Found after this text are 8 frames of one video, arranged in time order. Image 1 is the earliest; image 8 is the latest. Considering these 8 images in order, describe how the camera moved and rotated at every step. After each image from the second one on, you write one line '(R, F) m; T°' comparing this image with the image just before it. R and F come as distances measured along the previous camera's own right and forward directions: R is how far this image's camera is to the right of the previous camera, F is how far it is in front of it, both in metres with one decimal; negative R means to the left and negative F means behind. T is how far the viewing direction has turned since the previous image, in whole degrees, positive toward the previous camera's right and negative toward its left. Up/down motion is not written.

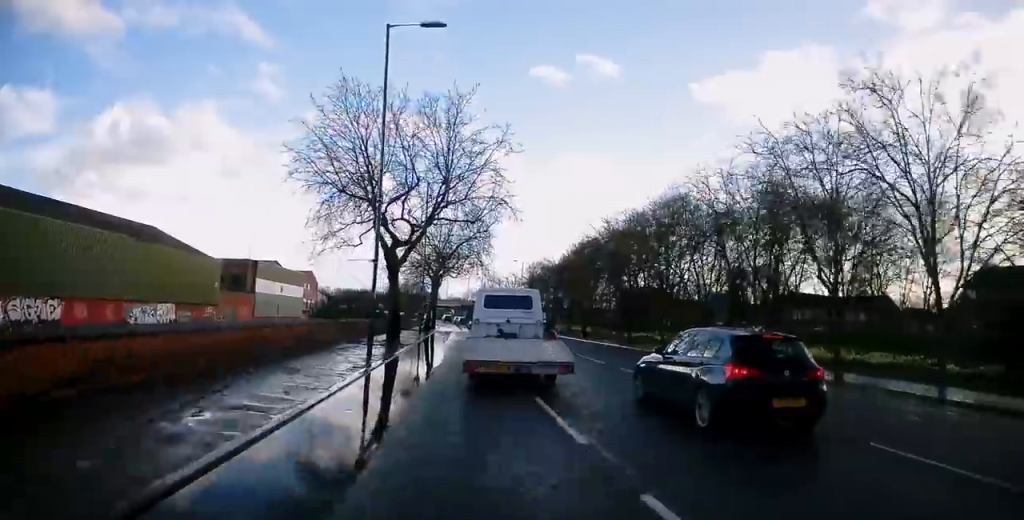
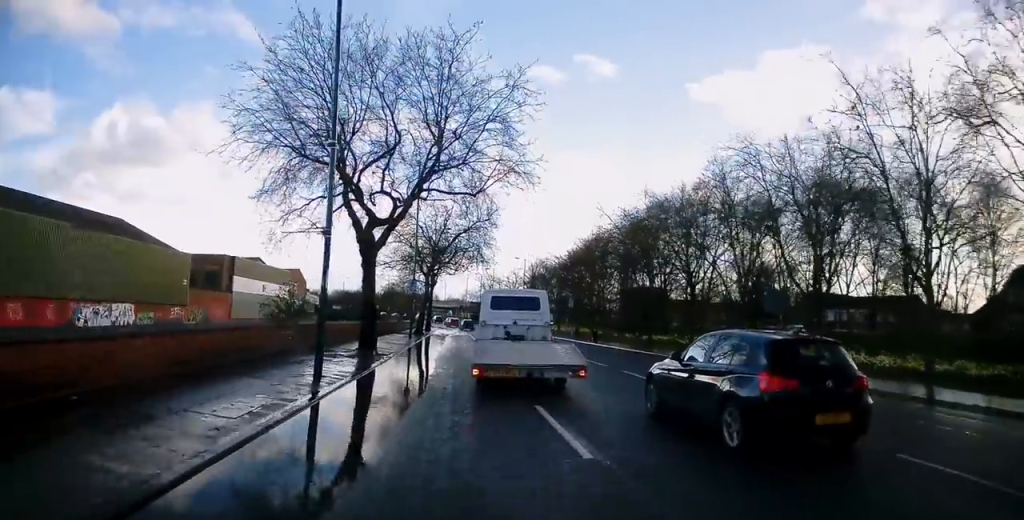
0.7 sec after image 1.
(+0.2, +6.5) m; +2°
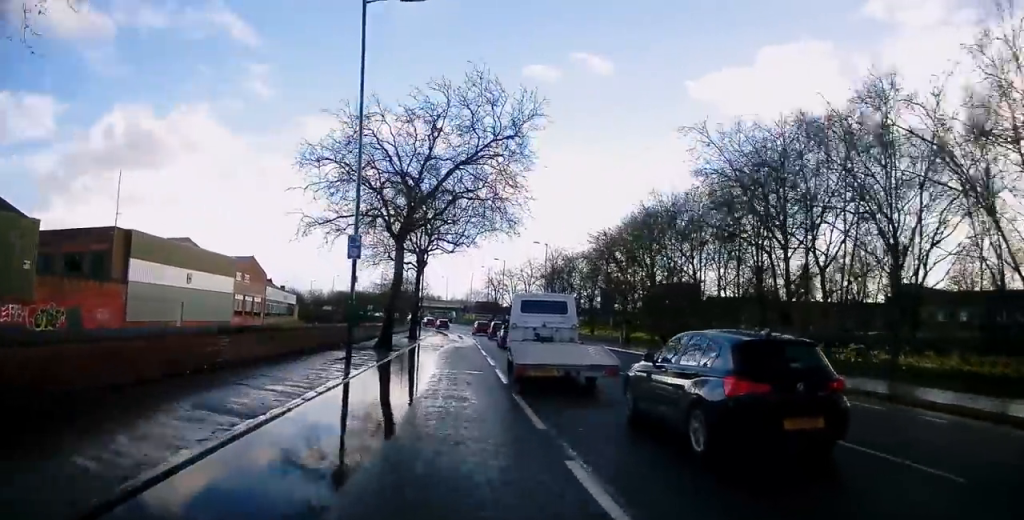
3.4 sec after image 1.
(-0.4, +21.5) m; -2°
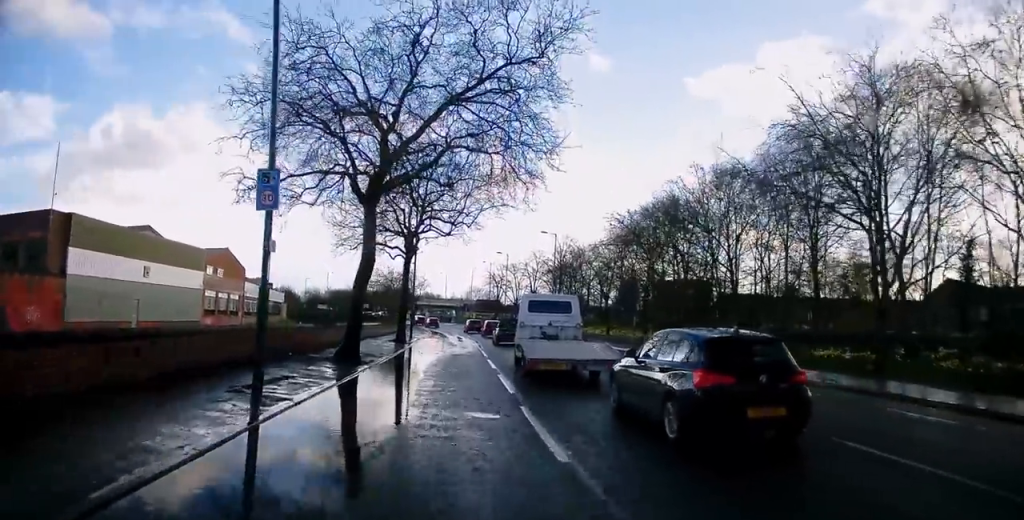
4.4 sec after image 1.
(+0.1, +7.8) m; 0°
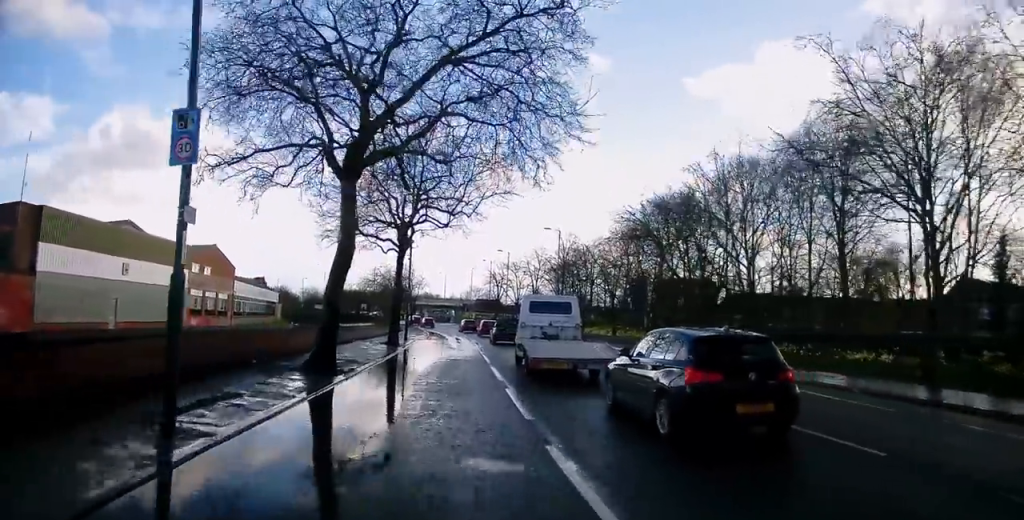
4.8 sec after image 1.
(-0.1, +3.1) m; 0°
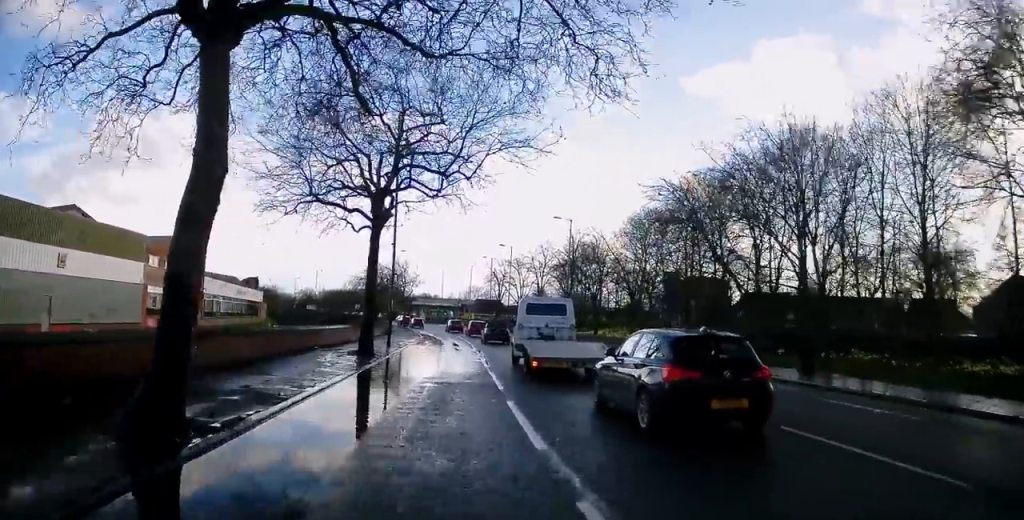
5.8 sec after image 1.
(+0.1, +7.6) m; 0°
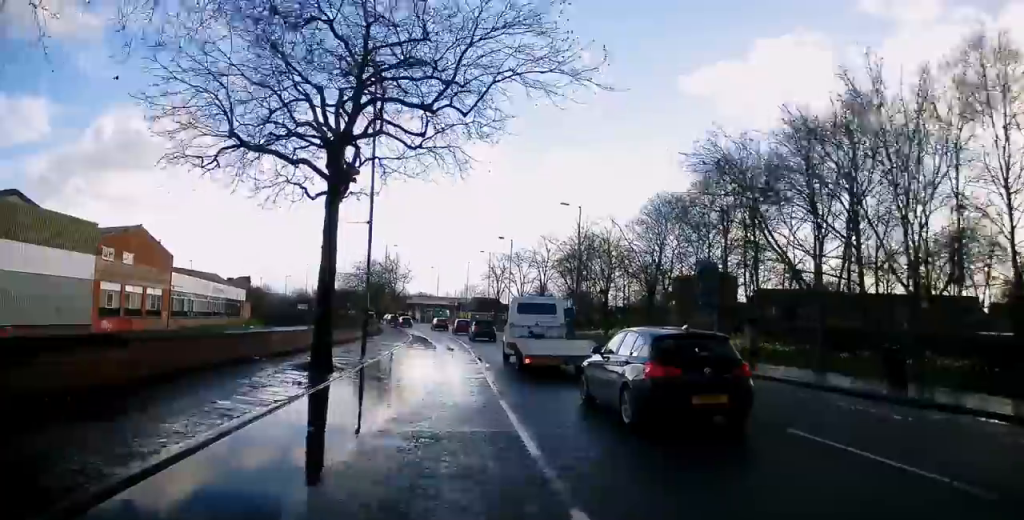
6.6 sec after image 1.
(-0.1, +6.0) m; 0°
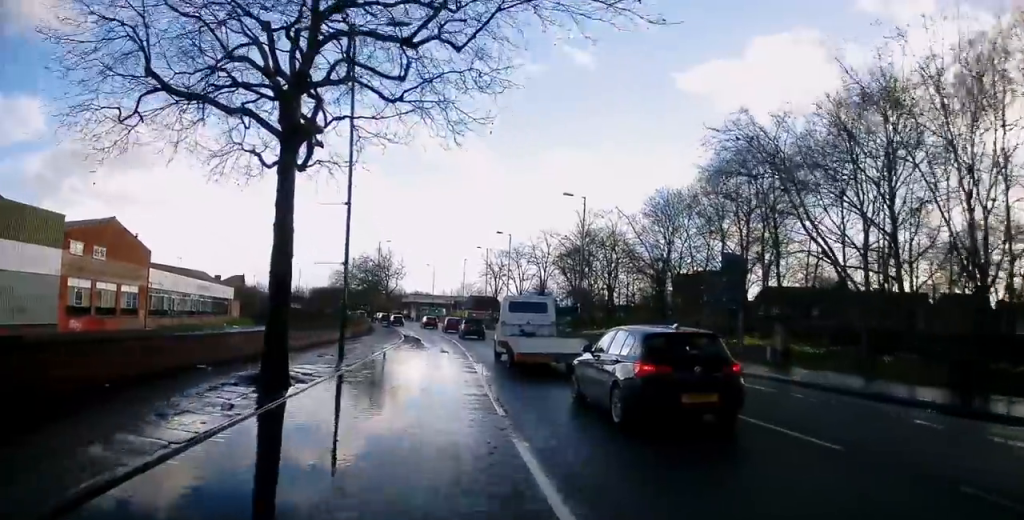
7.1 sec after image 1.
(-0.2, +3.3) m; 0°
